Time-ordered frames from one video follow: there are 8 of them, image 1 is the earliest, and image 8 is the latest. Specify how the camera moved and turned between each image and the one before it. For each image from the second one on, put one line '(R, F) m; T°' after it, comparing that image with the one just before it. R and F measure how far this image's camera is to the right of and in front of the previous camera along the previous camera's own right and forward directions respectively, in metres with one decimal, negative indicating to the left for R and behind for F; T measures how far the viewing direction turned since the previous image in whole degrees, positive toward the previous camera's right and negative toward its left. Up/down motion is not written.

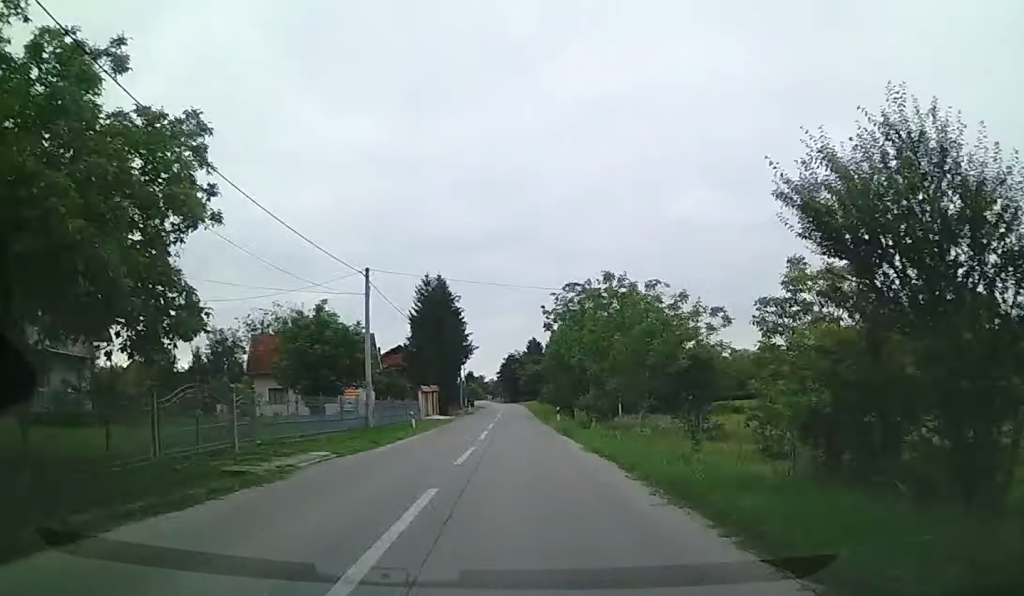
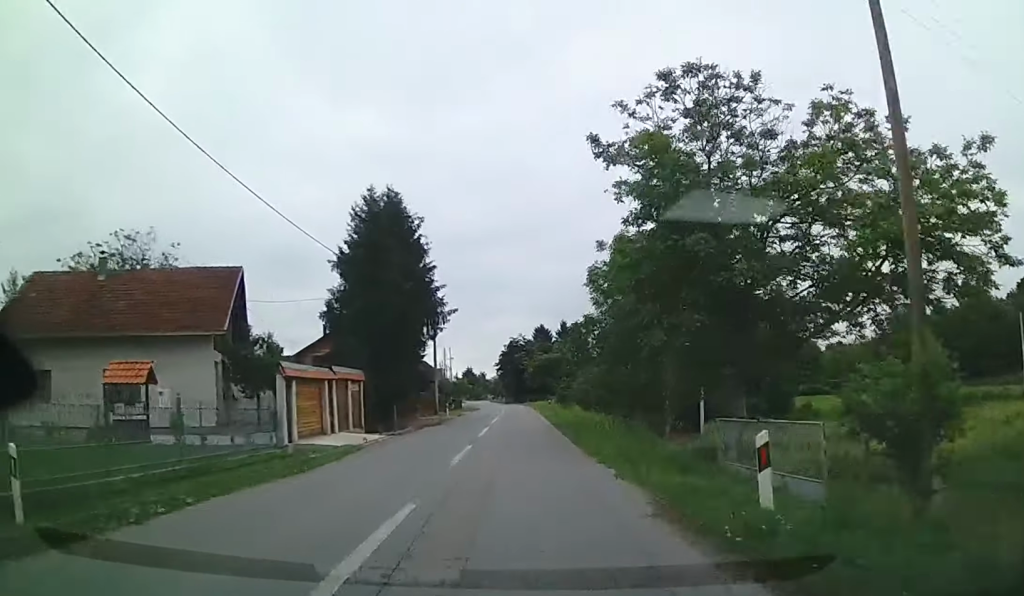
(-0.1, +31.0) m; 0°
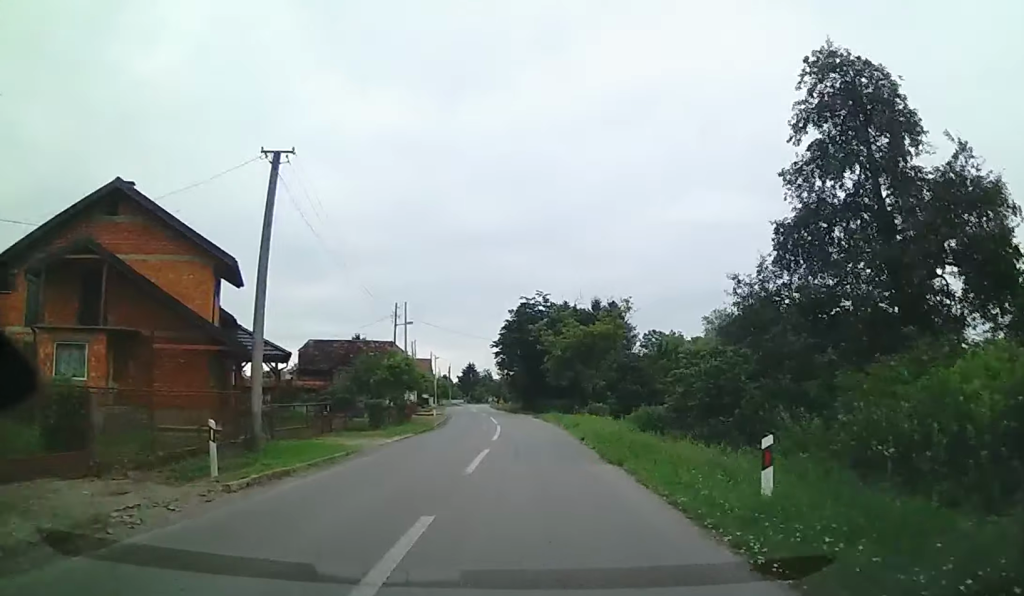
(-0.1, +42.7) m; -1°
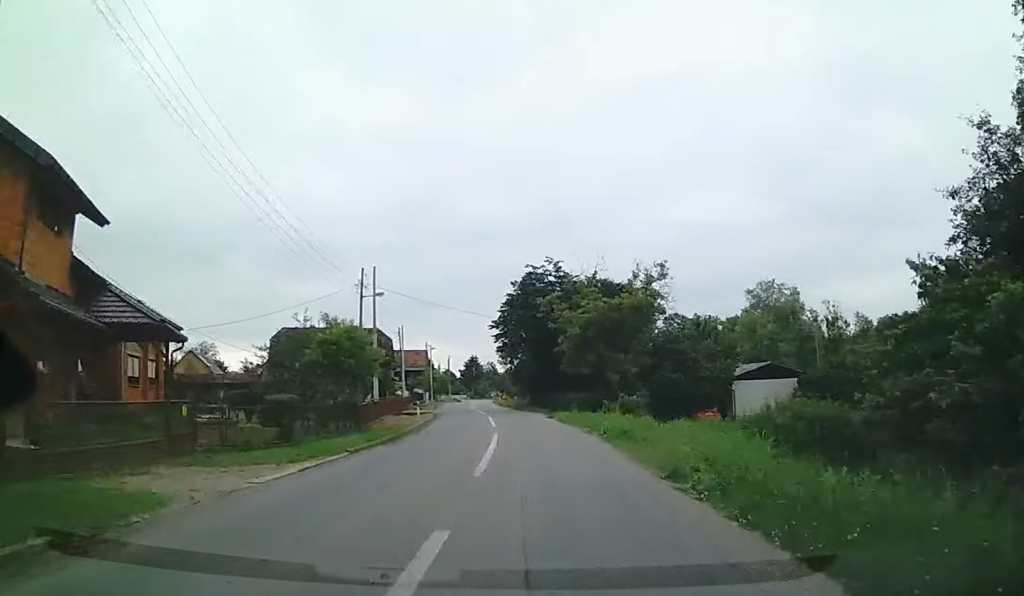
(+0.1, +11.8) m; -2°
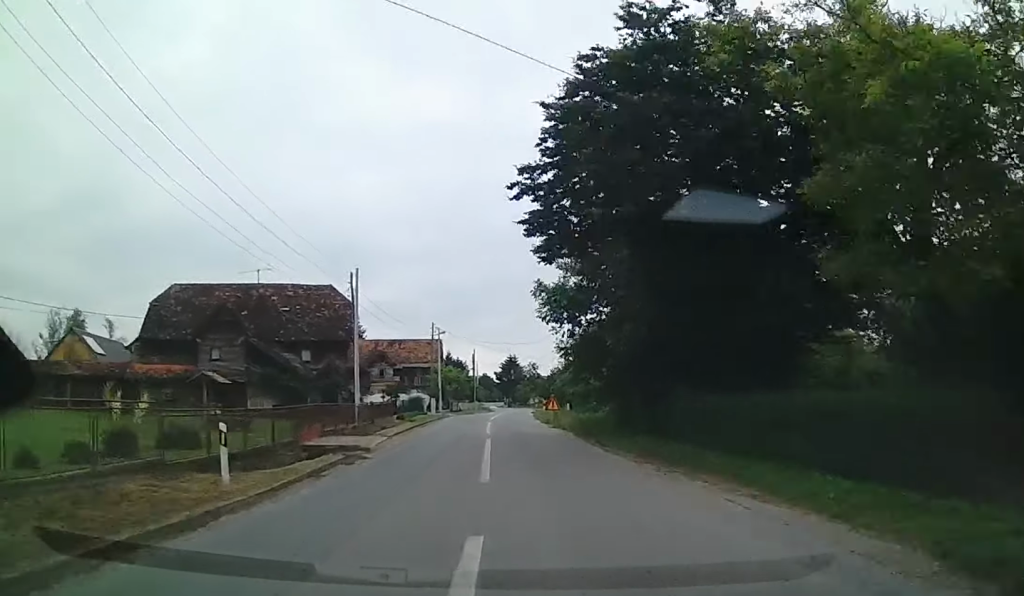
(-1.3, +32.7) m; -2°
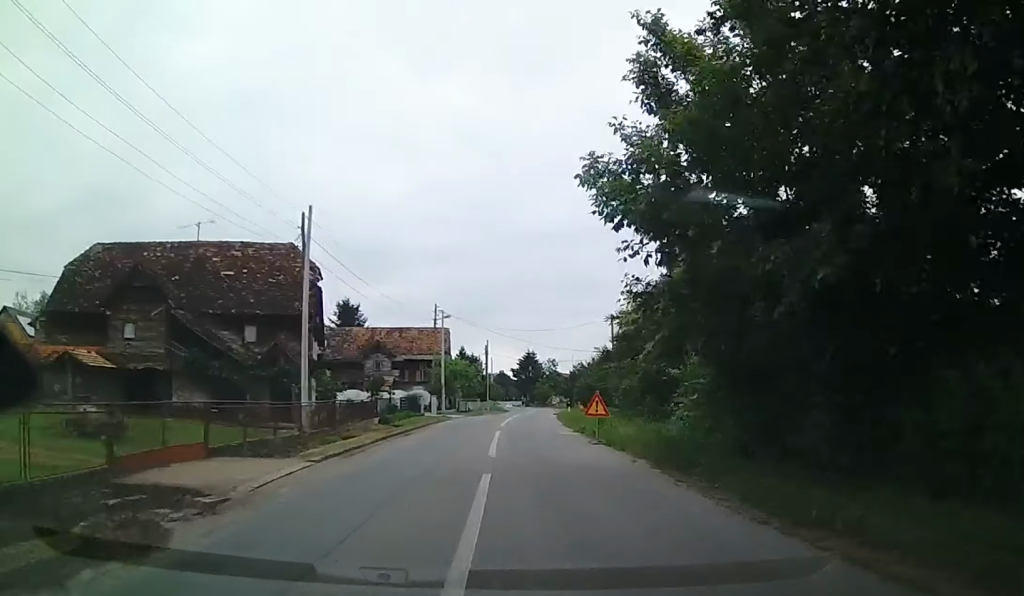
(+0.2, +11.7) m; +1°
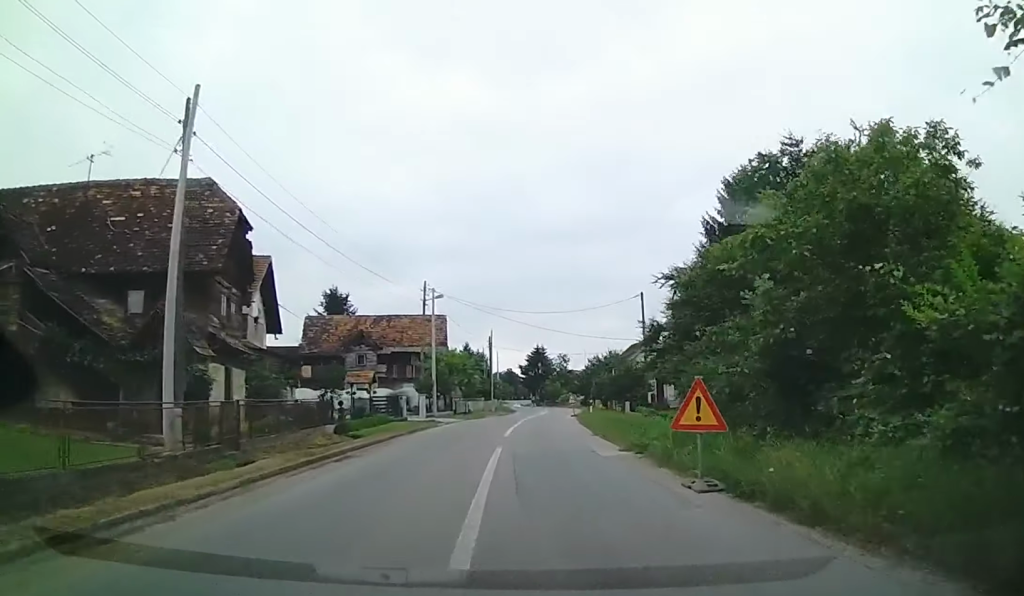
(0.0, +10.6) m; 0°
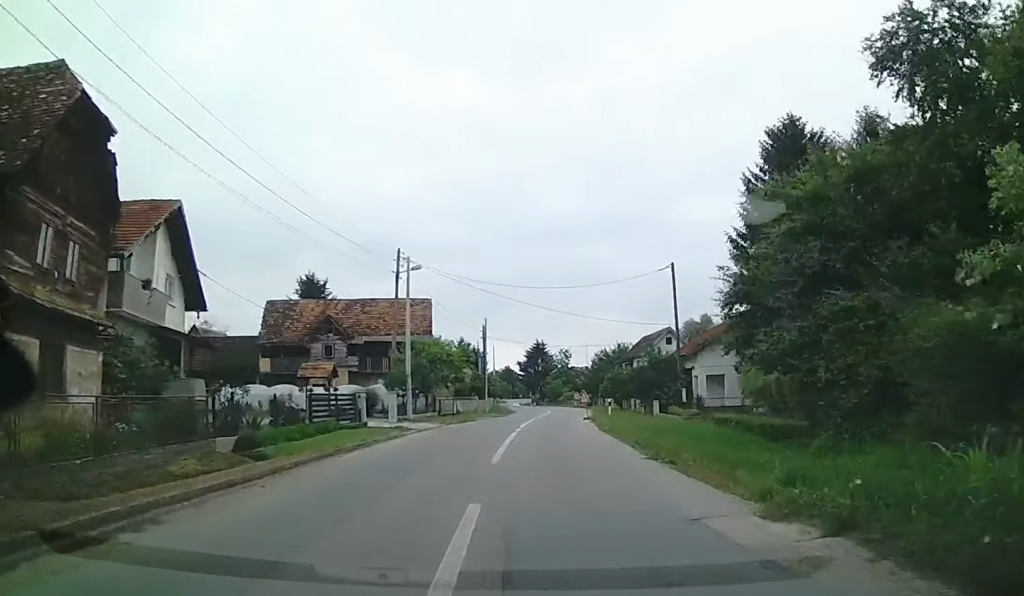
(0.0, +9.8) m; 0°
